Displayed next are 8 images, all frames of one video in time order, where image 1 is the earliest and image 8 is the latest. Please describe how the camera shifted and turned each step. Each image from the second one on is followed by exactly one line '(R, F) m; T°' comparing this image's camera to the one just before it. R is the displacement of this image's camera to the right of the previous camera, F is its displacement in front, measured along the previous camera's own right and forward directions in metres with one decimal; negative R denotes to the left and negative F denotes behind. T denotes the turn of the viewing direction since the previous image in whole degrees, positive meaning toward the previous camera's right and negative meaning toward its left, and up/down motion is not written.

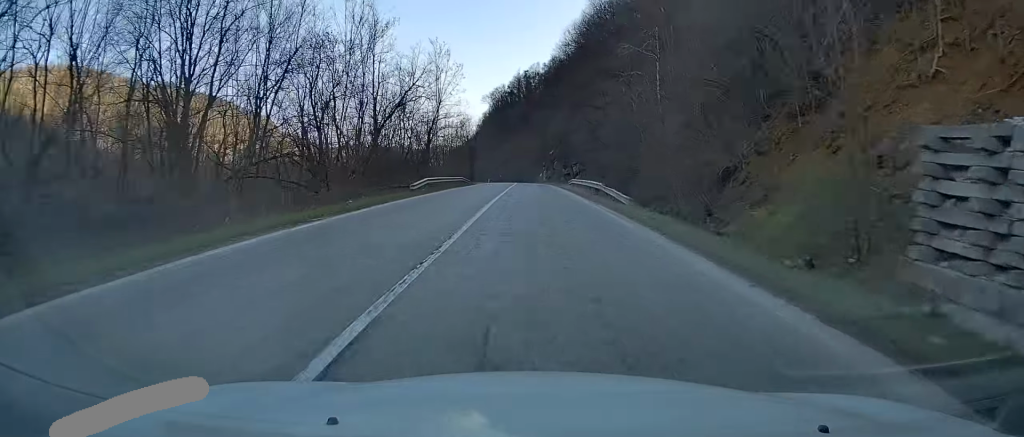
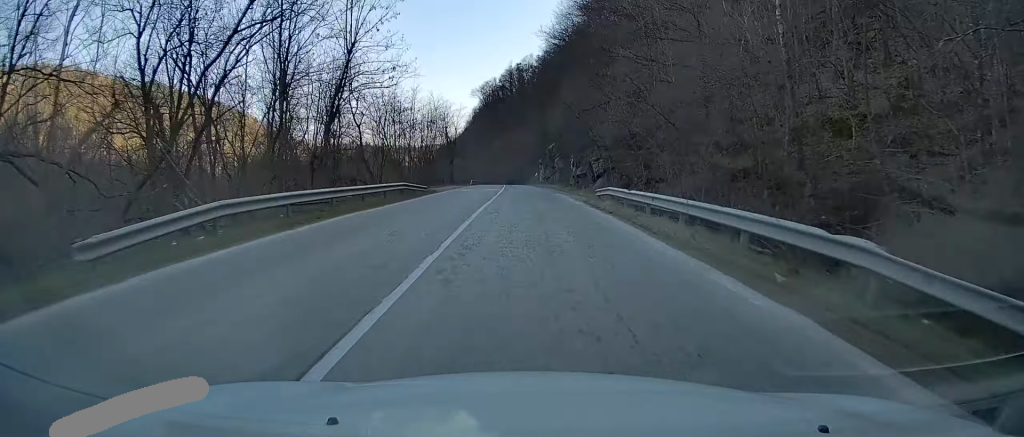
(+0.1, +25.3) m; 0°
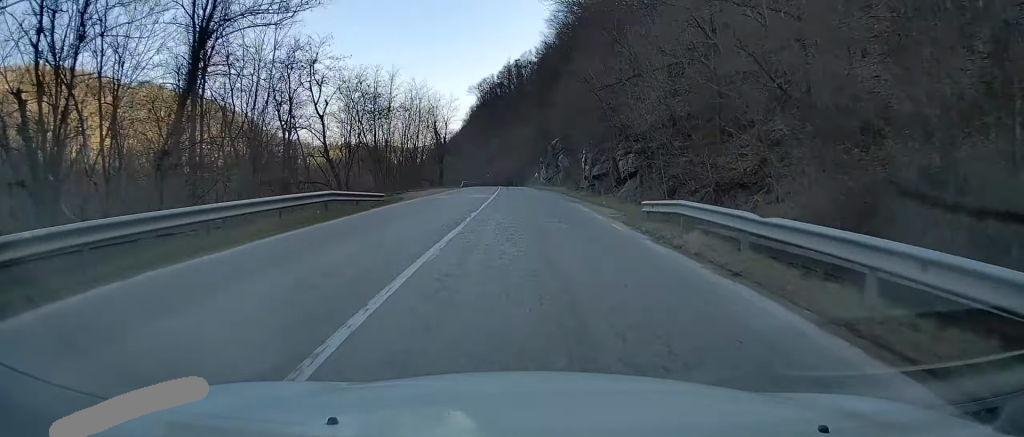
(-0.1, +12.2) m; 0°
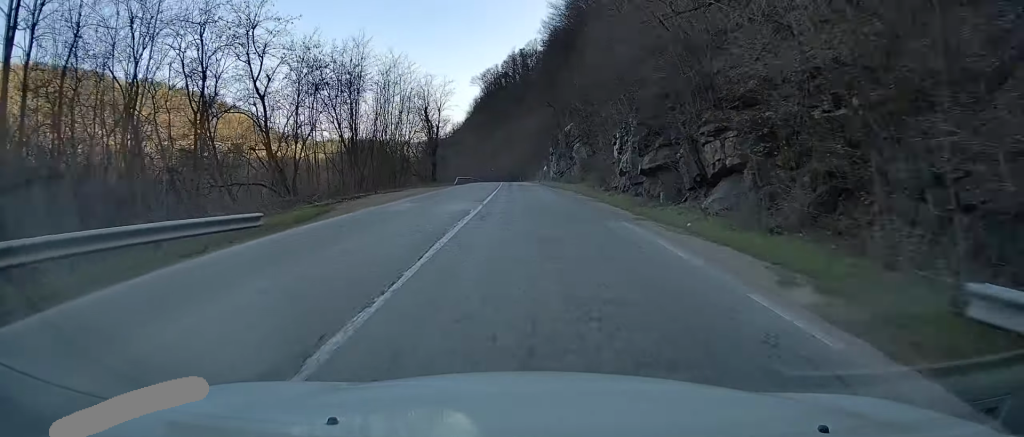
(0.0, +14.0) m; 0°
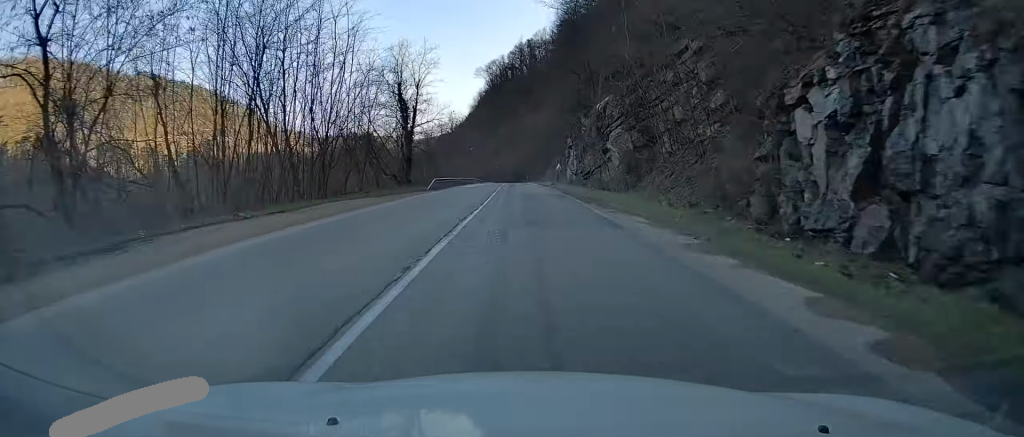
(0.0, +21.9) m; 0°
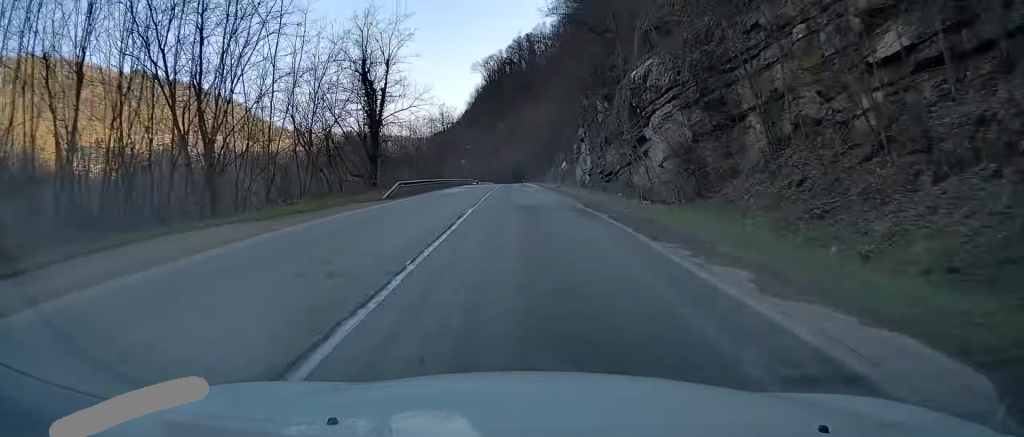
(0.0, +13.2) m; 0°
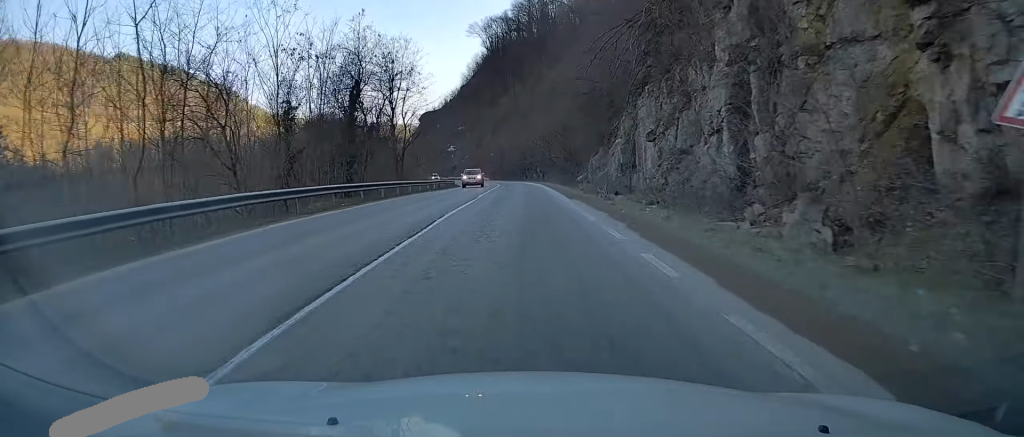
(-0.5, +62.3) m; -1°
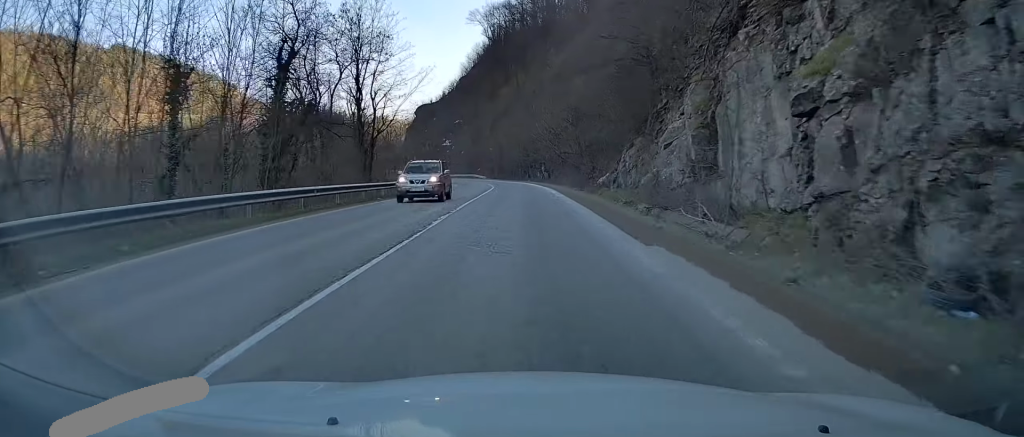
(+0.2, +15.6) m; -1°
